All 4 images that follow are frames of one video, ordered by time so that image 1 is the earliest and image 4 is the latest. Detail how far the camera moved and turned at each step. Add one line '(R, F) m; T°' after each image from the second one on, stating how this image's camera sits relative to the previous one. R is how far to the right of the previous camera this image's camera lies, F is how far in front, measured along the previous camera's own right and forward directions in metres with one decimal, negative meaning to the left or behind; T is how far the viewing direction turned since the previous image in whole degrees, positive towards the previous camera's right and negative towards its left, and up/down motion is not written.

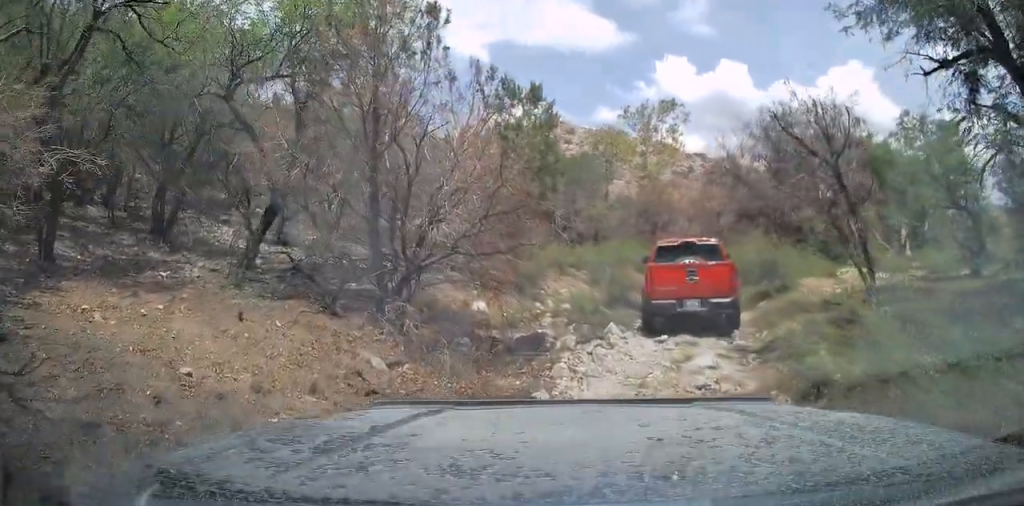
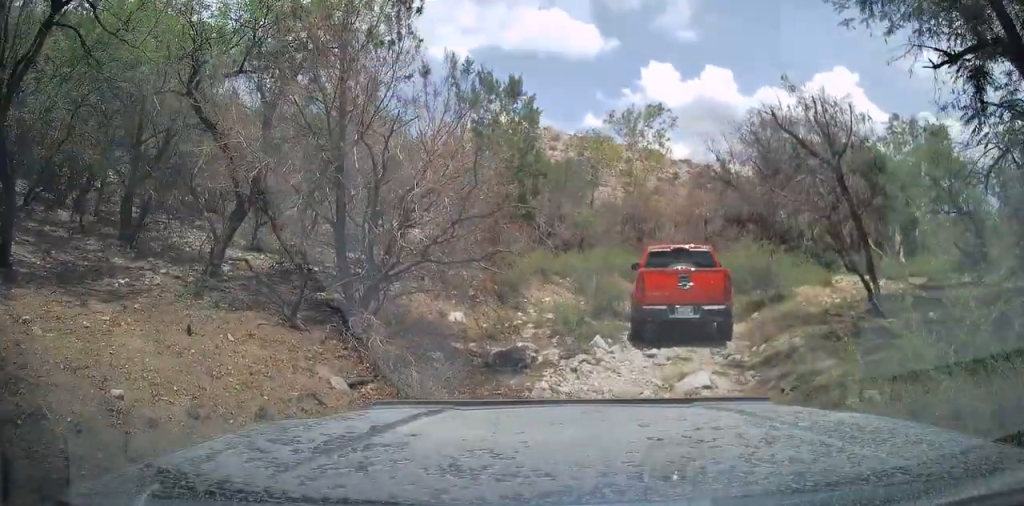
(+0.1, +1.0) m; +4°
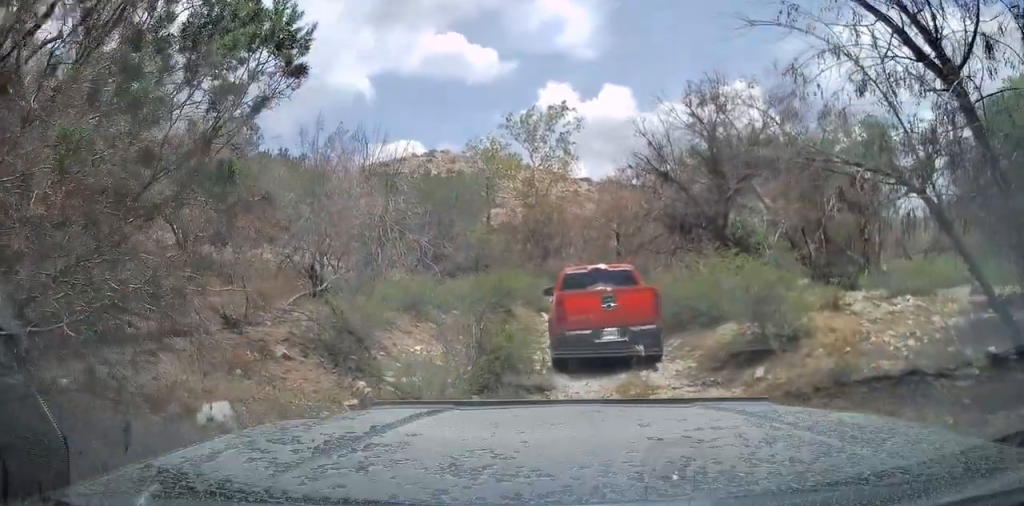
(+0.4, +6.4) m; +20°
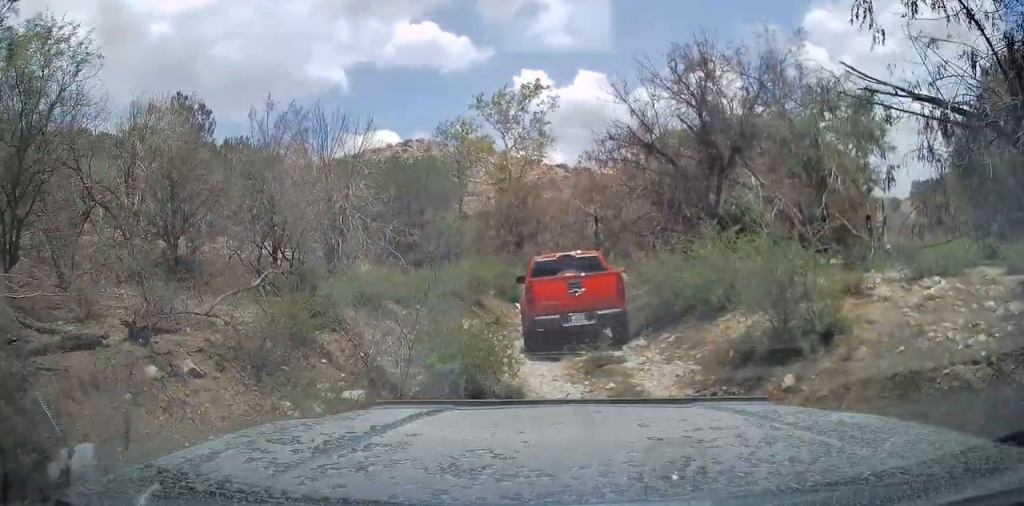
(+0.2, +2.0) m; +6°
